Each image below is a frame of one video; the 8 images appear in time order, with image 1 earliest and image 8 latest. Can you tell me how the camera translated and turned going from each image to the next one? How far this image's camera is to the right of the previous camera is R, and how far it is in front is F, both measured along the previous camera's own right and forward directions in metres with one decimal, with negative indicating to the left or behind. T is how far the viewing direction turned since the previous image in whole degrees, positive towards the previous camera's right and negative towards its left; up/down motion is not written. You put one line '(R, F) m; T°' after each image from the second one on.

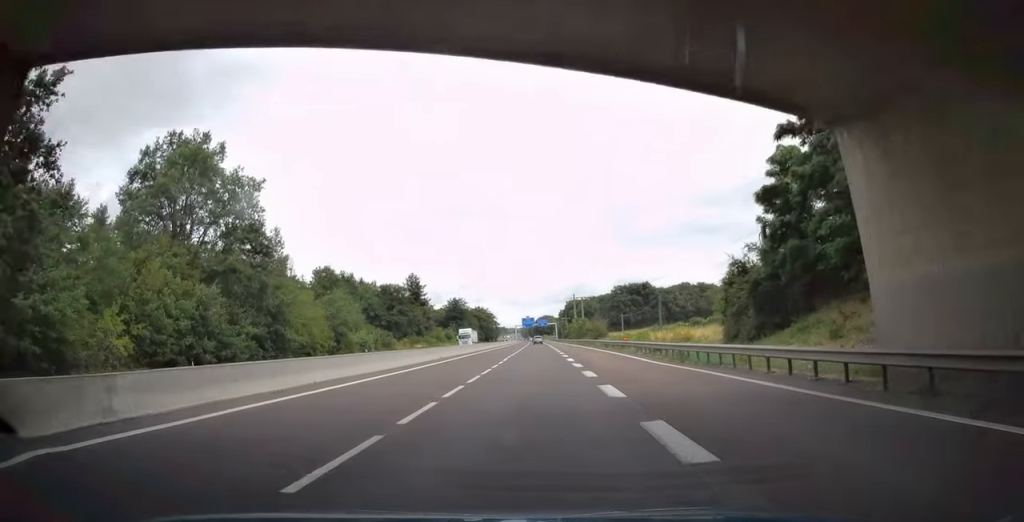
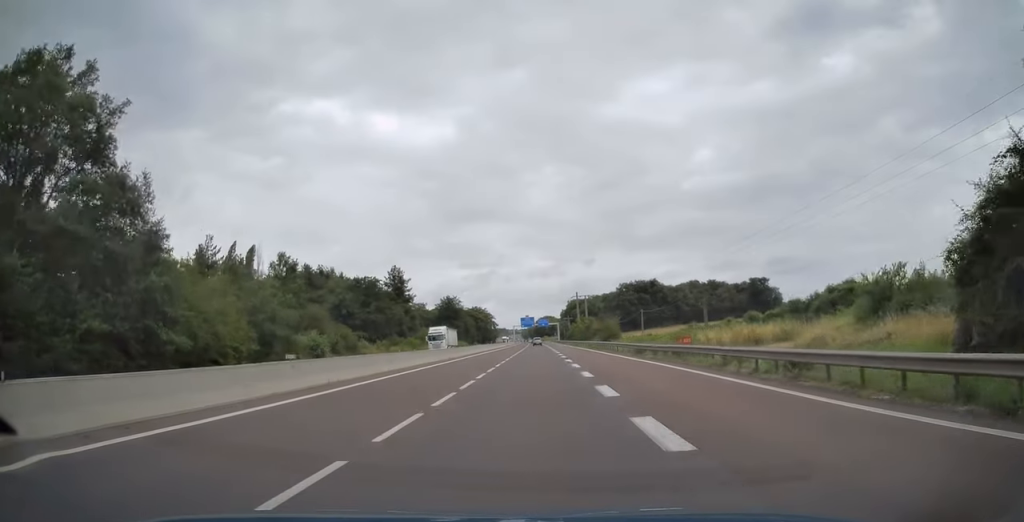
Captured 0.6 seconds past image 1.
(+0.1, +18.7) m; 0°
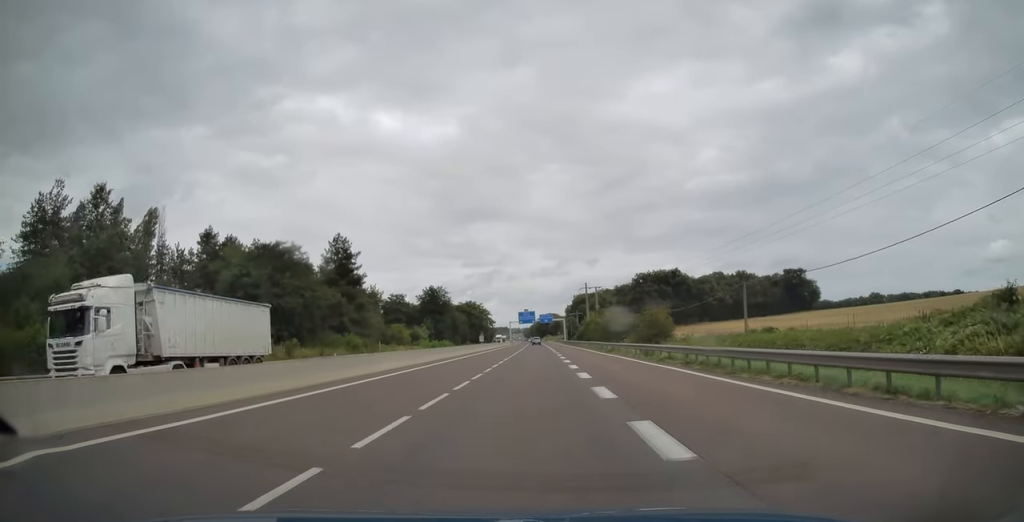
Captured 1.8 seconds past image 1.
(-0.4, +39.5) m; -1°
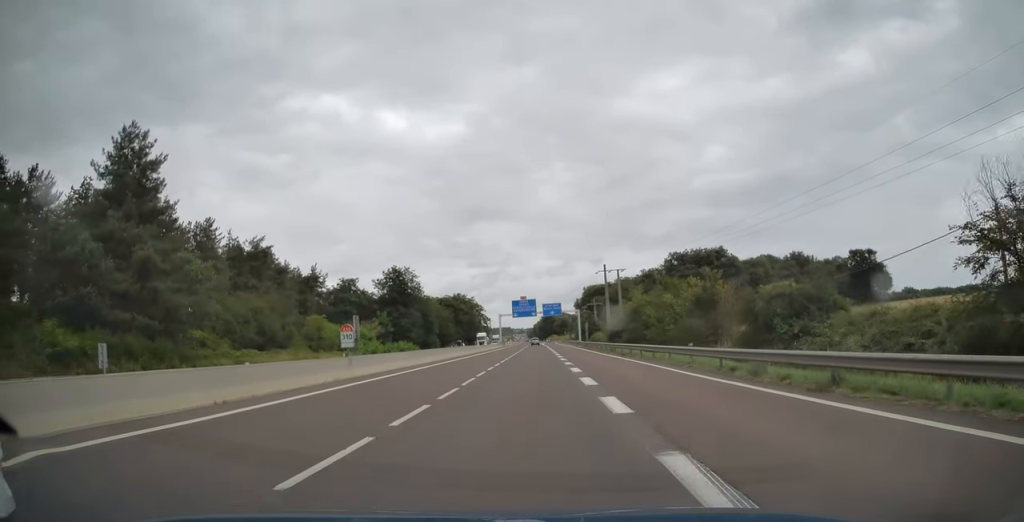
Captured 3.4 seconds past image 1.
(-0.3, +54.6) m; 0°
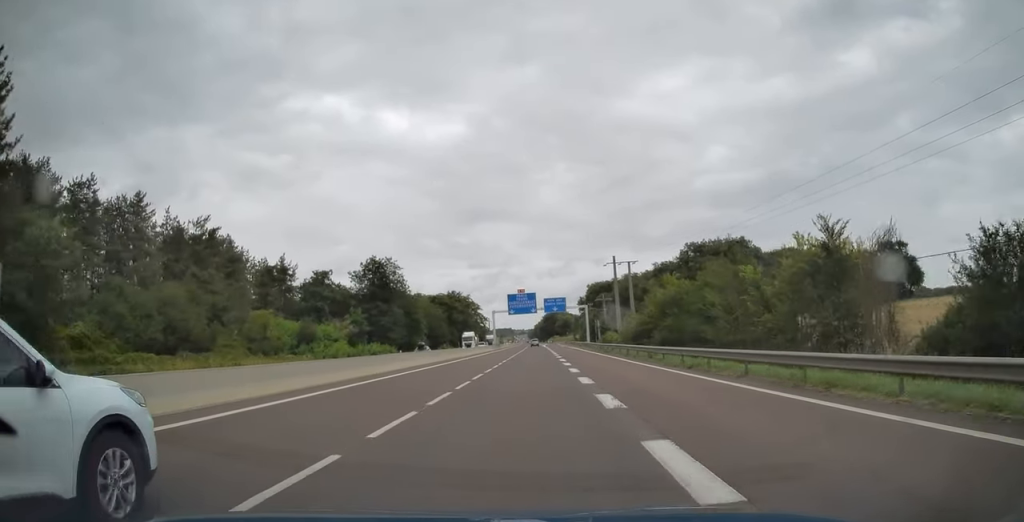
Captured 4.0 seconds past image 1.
(0.0, +18.8) m; 0°
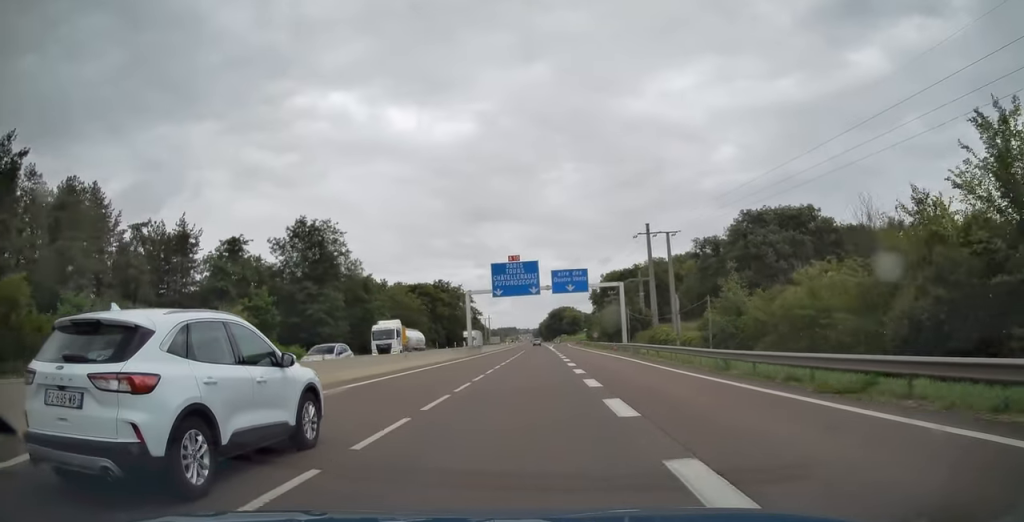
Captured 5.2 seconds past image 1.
(-0.1, +40.3) m; 0°
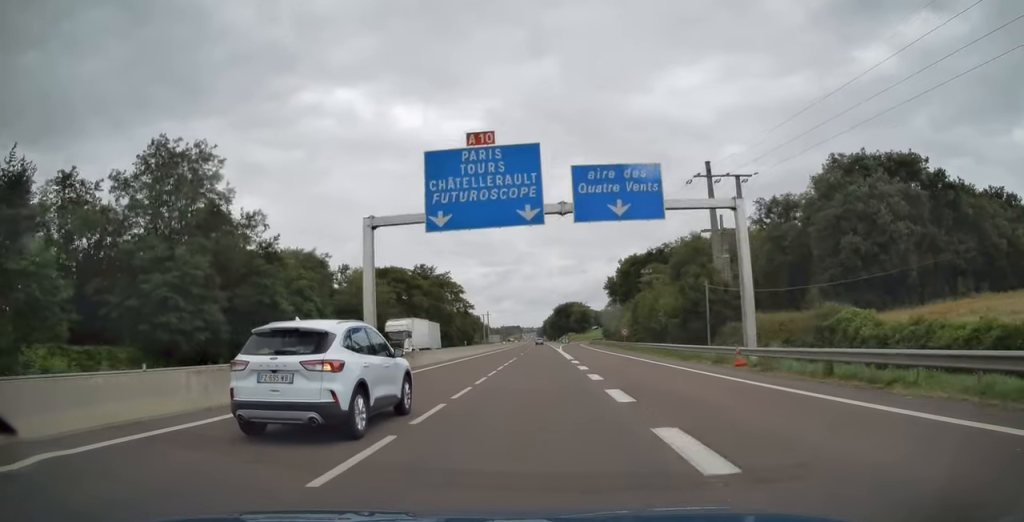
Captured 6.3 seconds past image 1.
(-0.2, +36.8) m; 0°
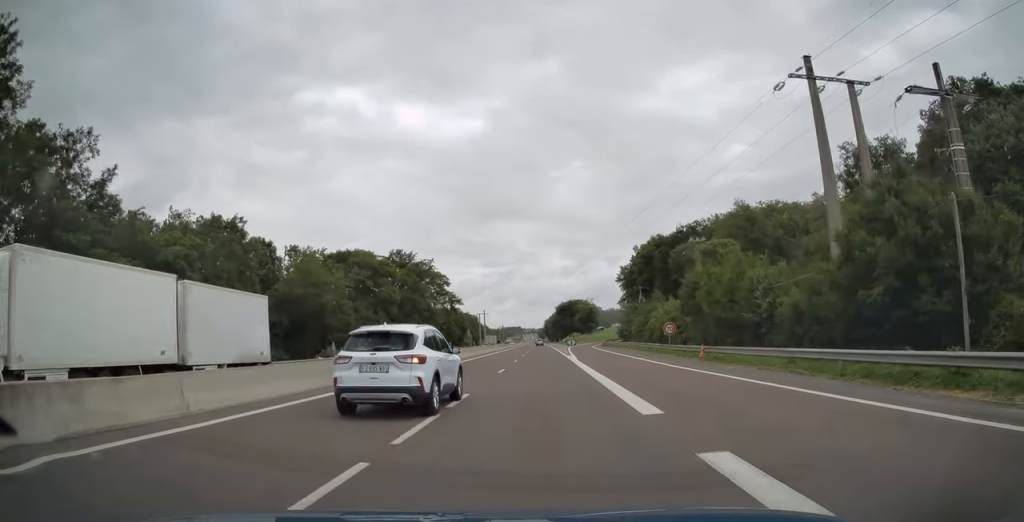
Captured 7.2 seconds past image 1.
(0.0, +28.0) m; 0°
